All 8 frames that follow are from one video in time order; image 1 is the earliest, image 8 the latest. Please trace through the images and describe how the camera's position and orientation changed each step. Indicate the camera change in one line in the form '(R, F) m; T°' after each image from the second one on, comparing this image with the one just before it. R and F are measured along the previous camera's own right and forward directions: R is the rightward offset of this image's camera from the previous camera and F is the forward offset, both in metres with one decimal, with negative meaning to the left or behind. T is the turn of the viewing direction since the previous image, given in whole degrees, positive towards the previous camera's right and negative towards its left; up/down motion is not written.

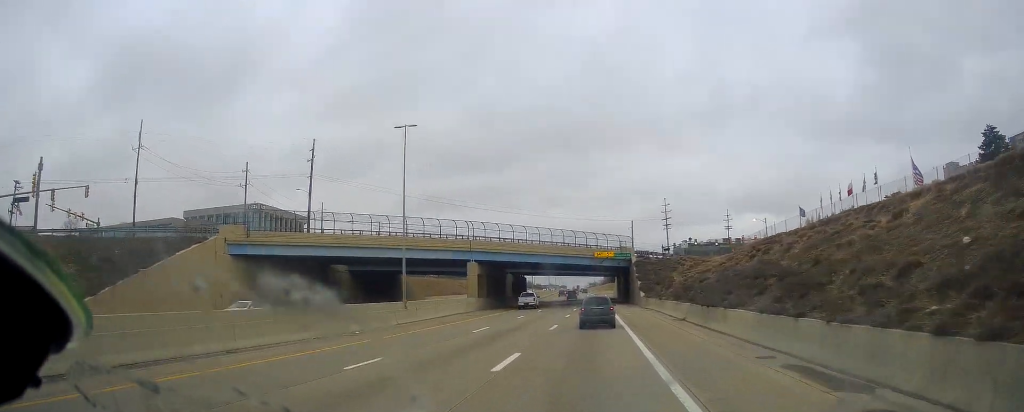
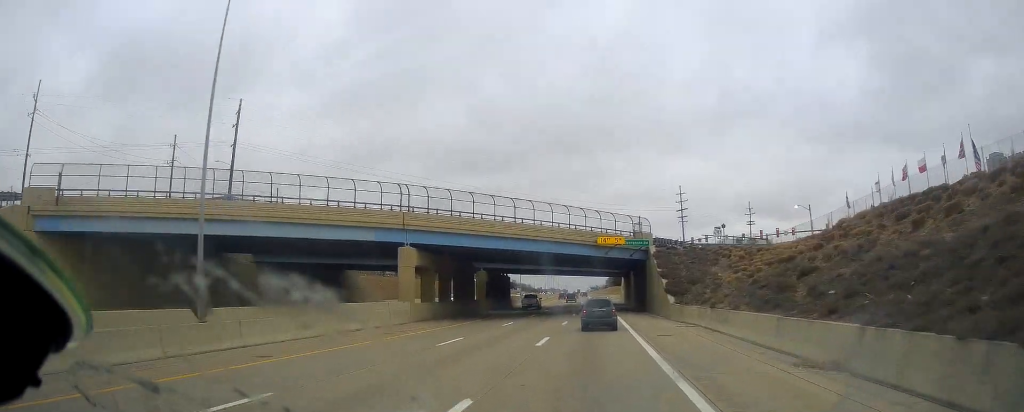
(-0.2, +23.0) m; -1°
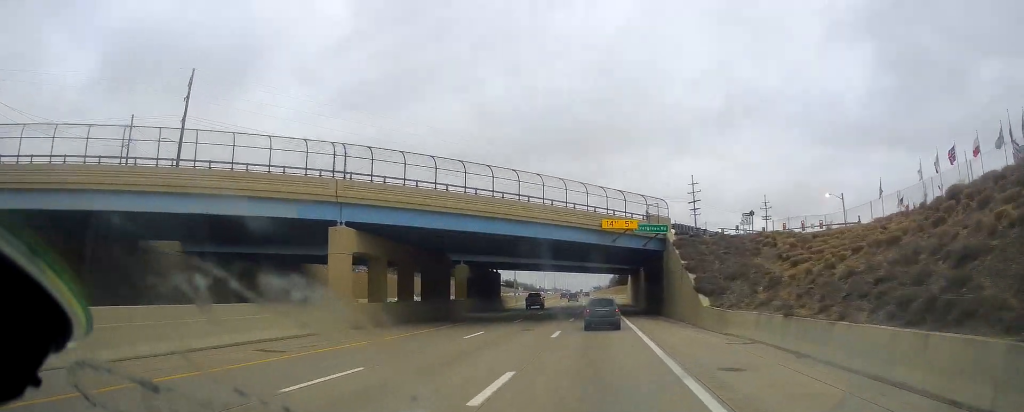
(0.0, +11.6) m; -1°
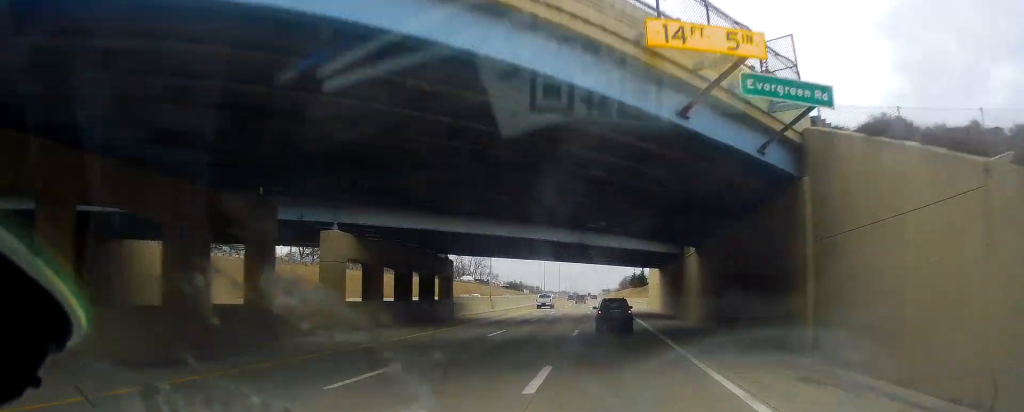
(-0.3, +28.9) m; 0°
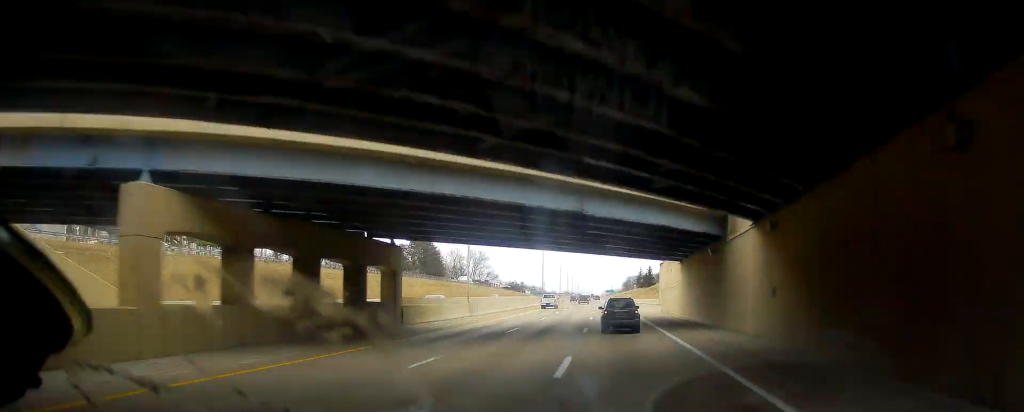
(-0.1, +12.6) m; 0°
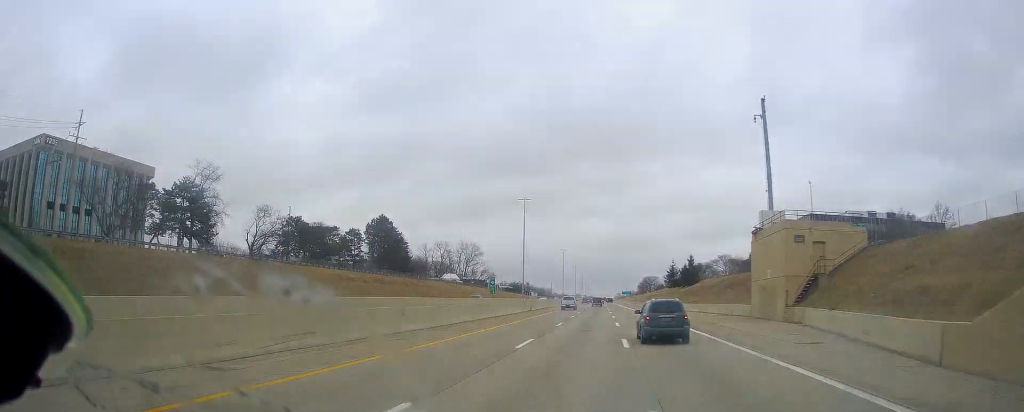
(0.0, +51.5) m; -2°
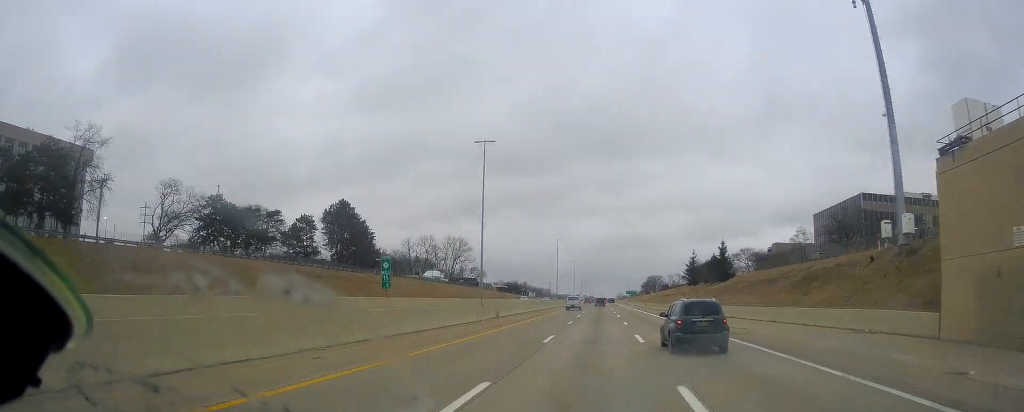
(-0.3, +27.8) m; 0°
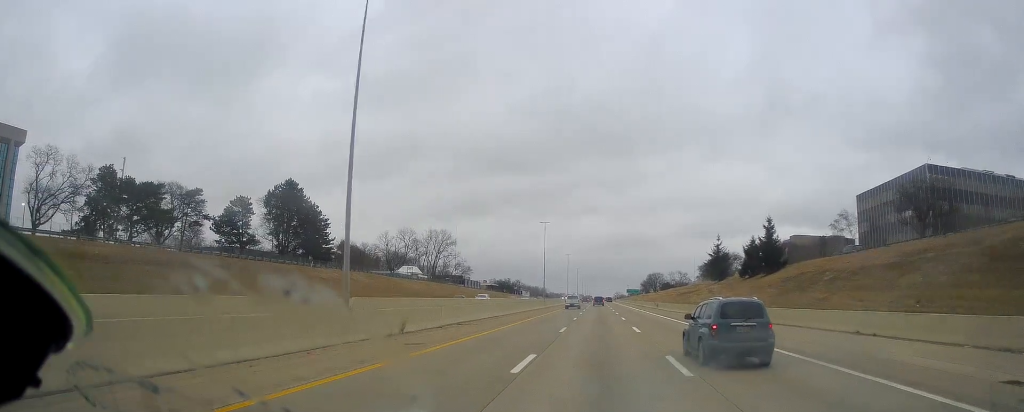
(0.0, +25.0) m; 0°
